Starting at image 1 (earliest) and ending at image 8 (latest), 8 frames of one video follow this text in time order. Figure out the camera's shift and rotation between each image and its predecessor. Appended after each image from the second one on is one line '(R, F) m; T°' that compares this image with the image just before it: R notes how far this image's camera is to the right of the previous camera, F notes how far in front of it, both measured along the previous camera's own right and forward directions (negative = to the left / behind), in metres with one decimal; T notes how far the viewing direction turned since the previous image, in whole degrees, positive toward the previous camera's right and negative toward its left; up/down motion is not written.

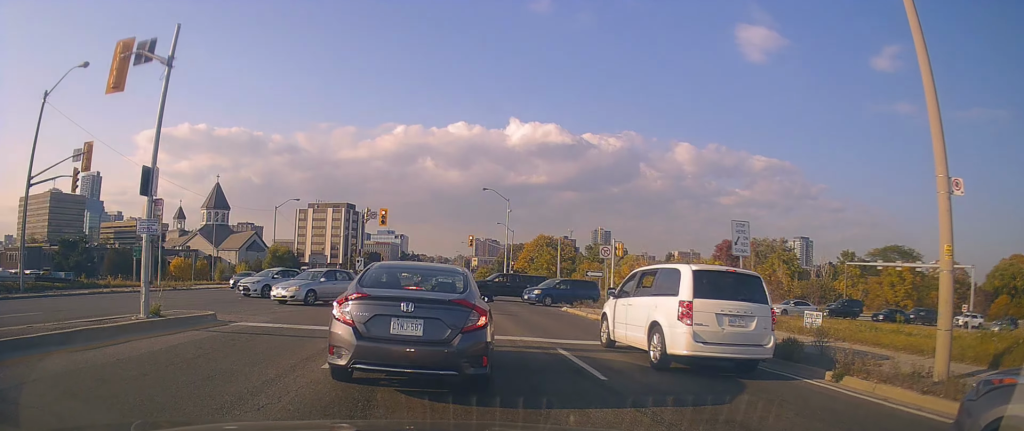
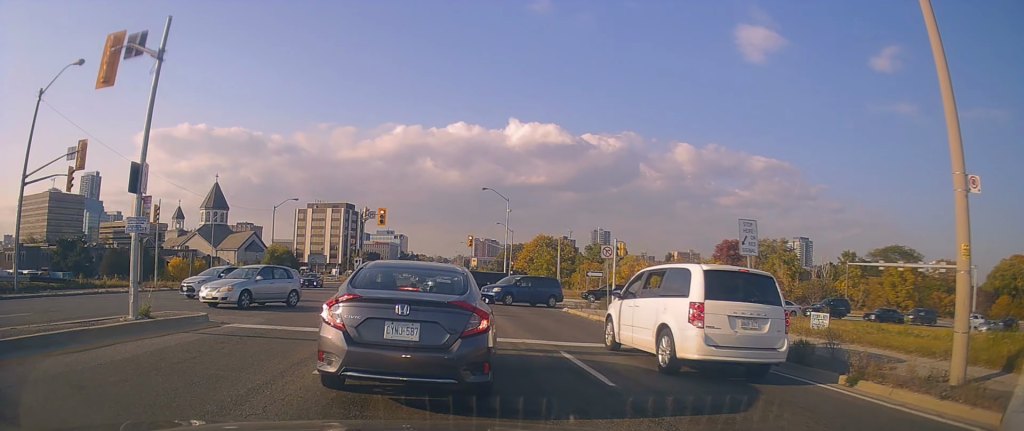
(0.0, +0.4) m; 0°
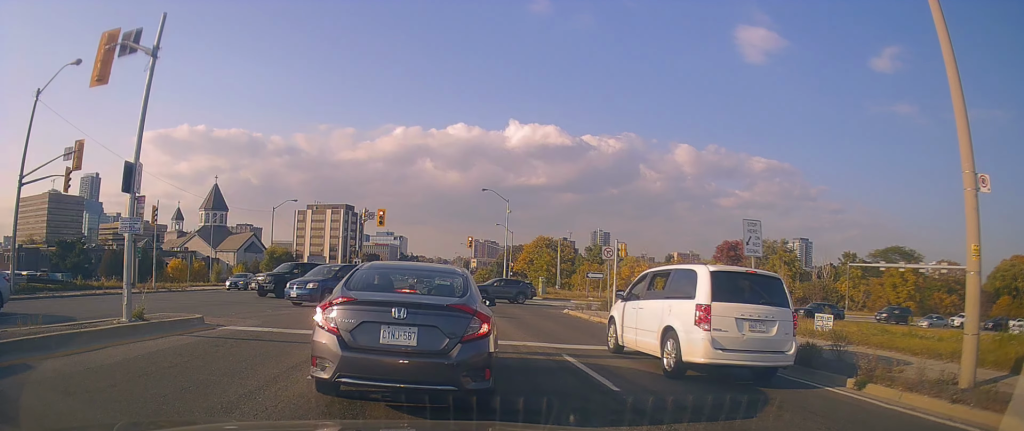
(0.0, 0.0) m; 0°
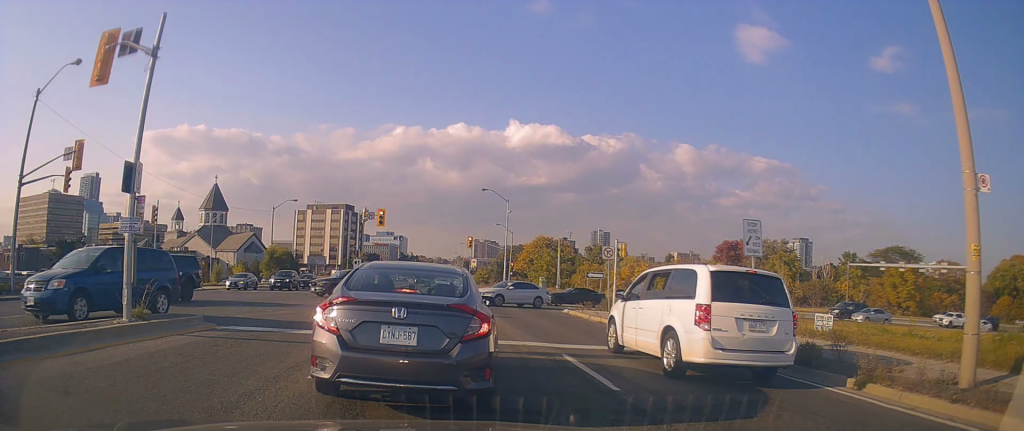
(0.0, 0.0) m; 0°
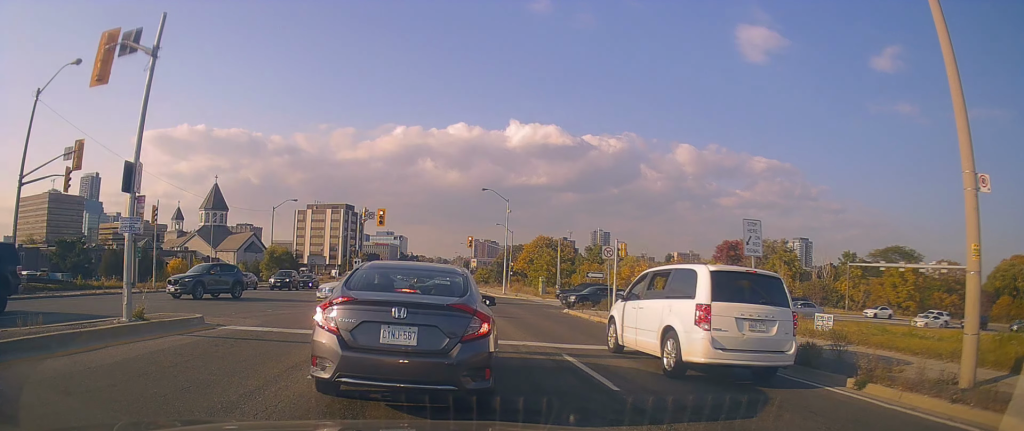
(0.0, 0.0) m; 0°
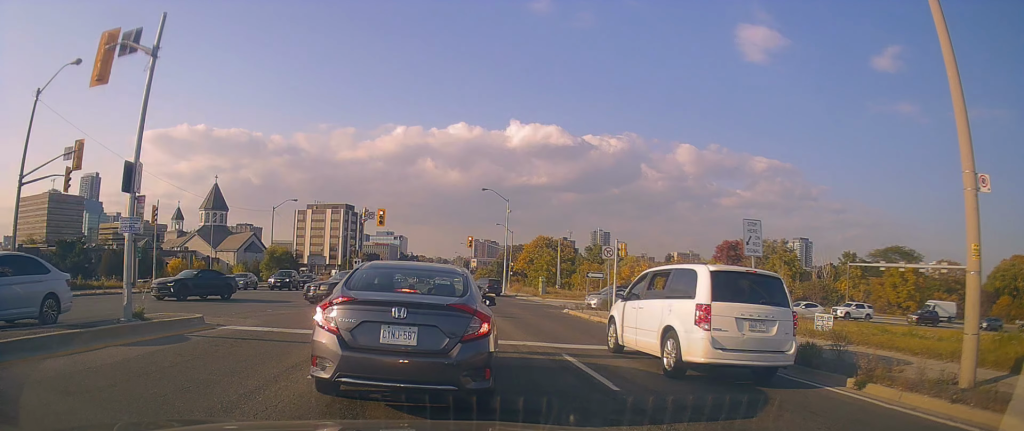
(0.0, 0.0) m; 0°
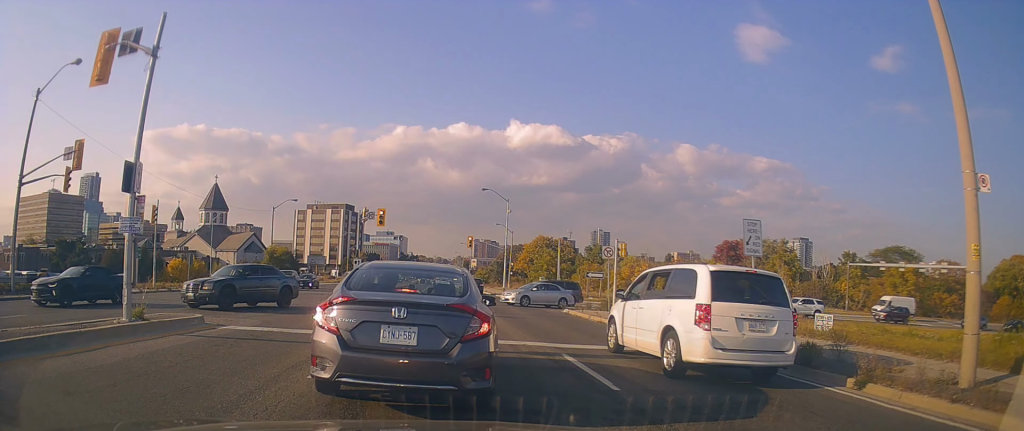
(0.0, 0.0) m; 0°
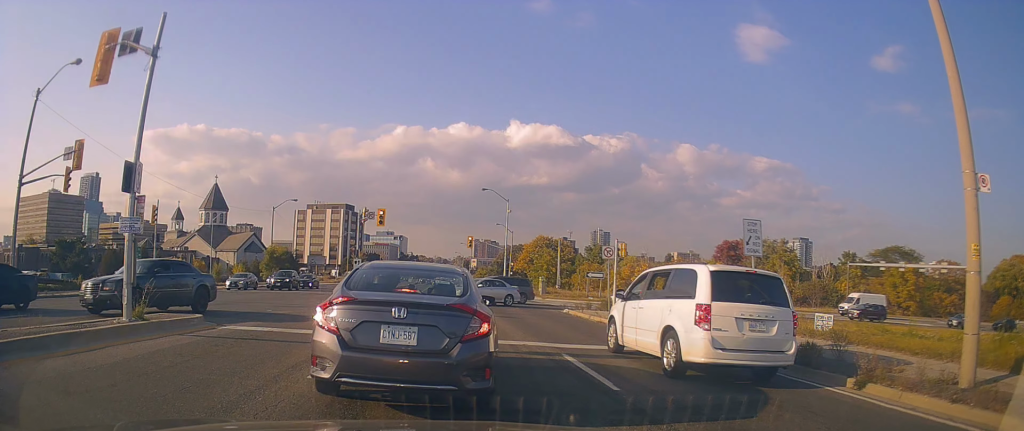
(0.0, 0.0) m; 0°
